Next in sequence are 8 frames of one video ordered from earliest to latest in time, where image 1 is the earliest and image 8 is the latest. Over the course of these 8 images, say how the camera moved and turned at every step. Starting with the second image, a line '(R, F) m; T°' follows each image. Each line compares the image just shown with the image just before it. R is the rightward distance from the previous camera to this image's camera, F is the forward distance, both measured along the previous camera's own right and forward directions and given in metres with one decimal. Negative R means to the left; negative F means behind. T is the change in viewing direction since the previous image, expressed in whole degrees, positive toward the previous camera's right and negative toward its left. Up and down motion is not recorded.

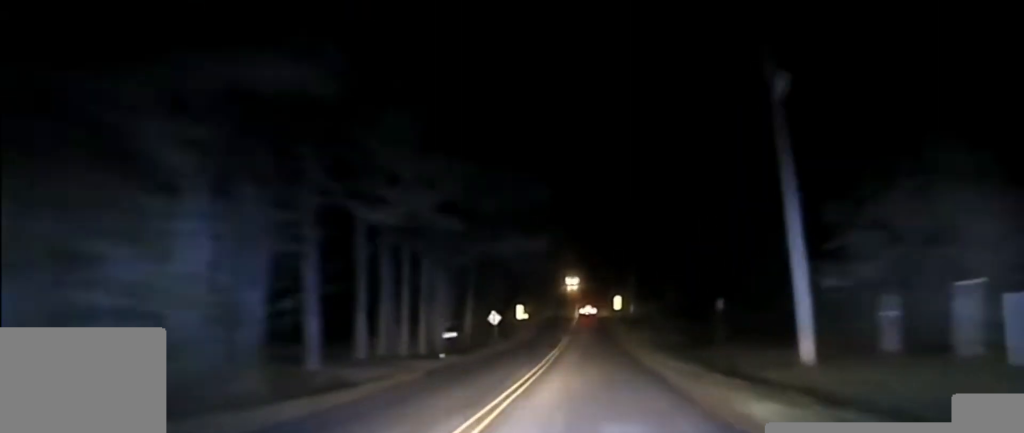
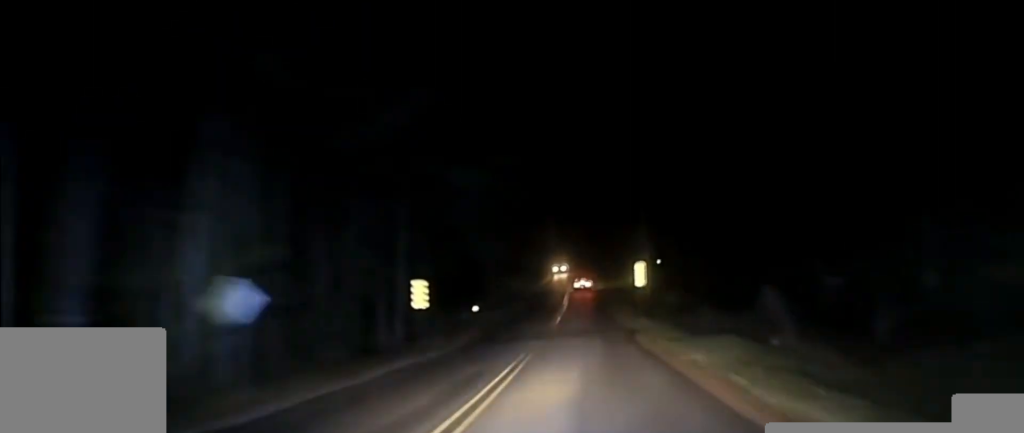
(+0.2, +38.7) m; 0°
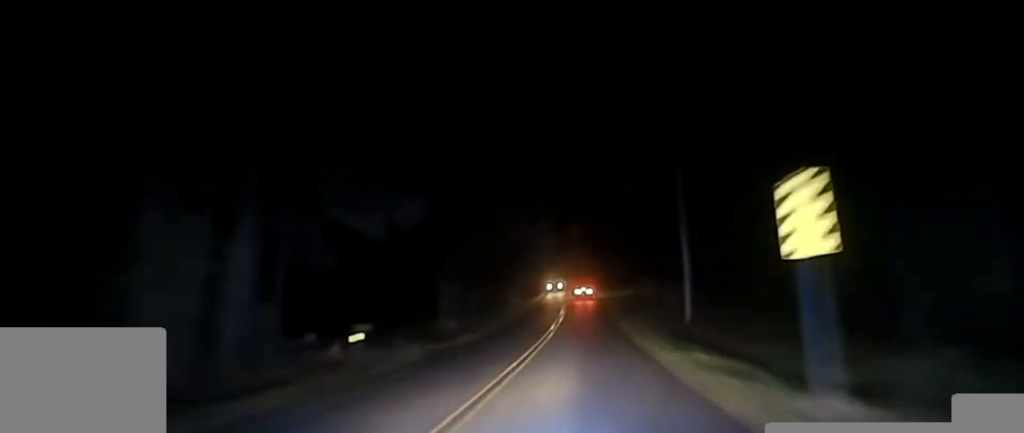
(+0.1, +32.5) m; 0°
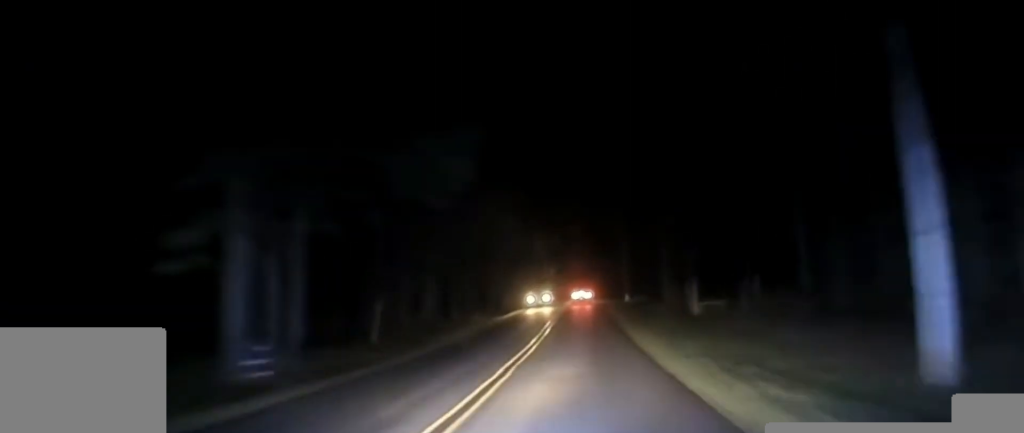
(+0.1, +38.3) m; 0°
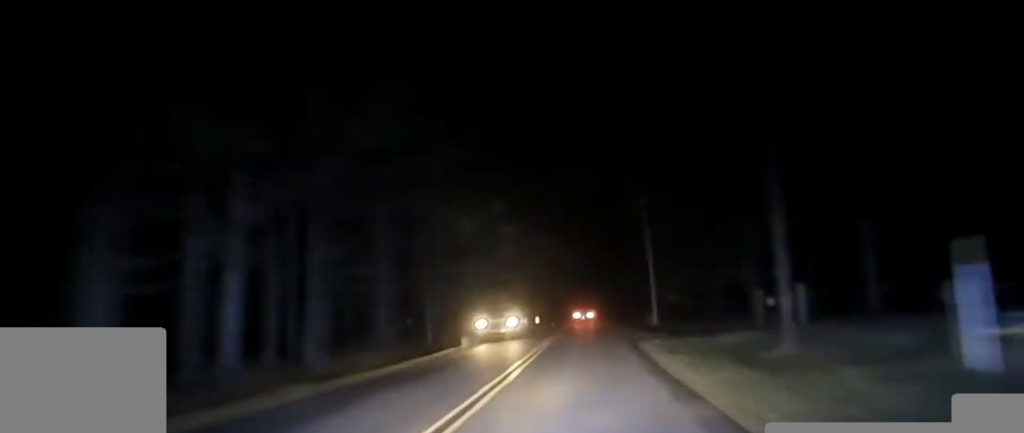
(-0.1, +38.3) m; 0°
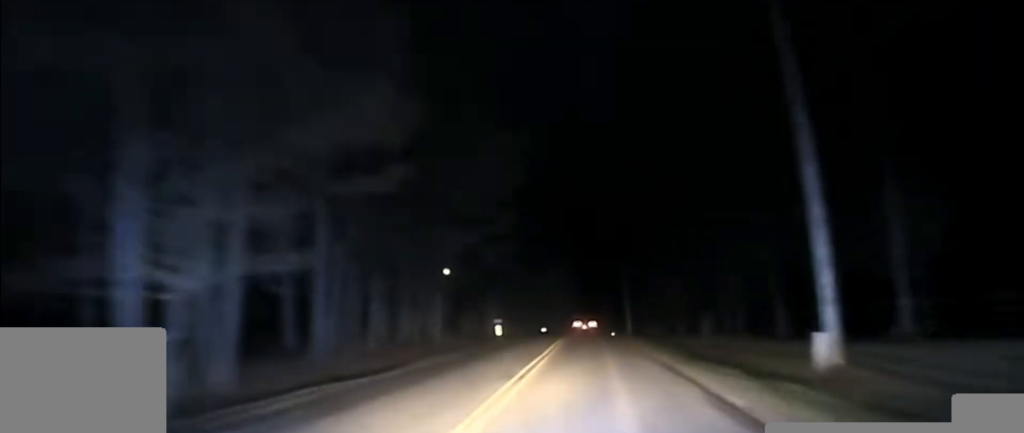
(-0.1, +50.4) m; 0°
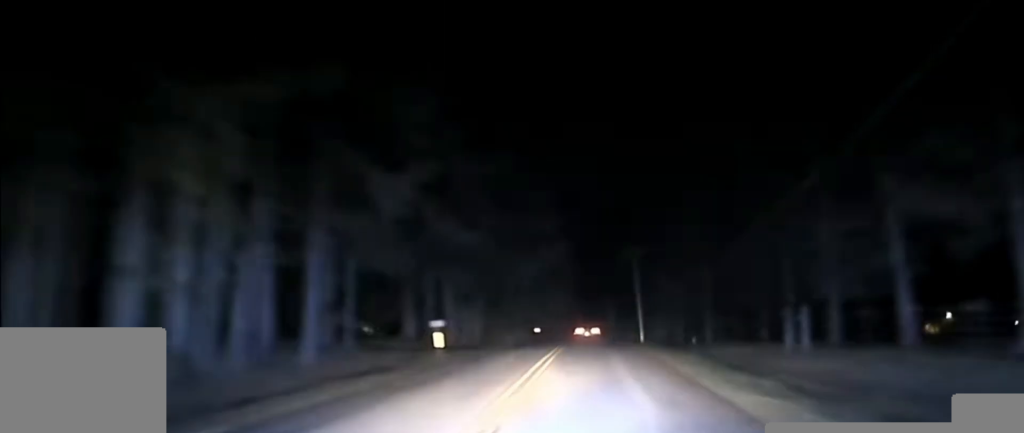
(0.0, +23.0) m; 0°
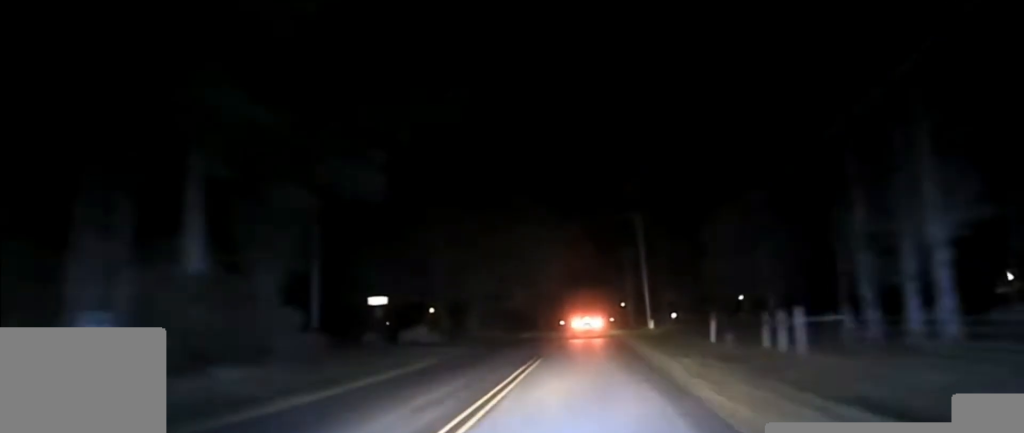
(+0.5, +94.6) m; 0°
